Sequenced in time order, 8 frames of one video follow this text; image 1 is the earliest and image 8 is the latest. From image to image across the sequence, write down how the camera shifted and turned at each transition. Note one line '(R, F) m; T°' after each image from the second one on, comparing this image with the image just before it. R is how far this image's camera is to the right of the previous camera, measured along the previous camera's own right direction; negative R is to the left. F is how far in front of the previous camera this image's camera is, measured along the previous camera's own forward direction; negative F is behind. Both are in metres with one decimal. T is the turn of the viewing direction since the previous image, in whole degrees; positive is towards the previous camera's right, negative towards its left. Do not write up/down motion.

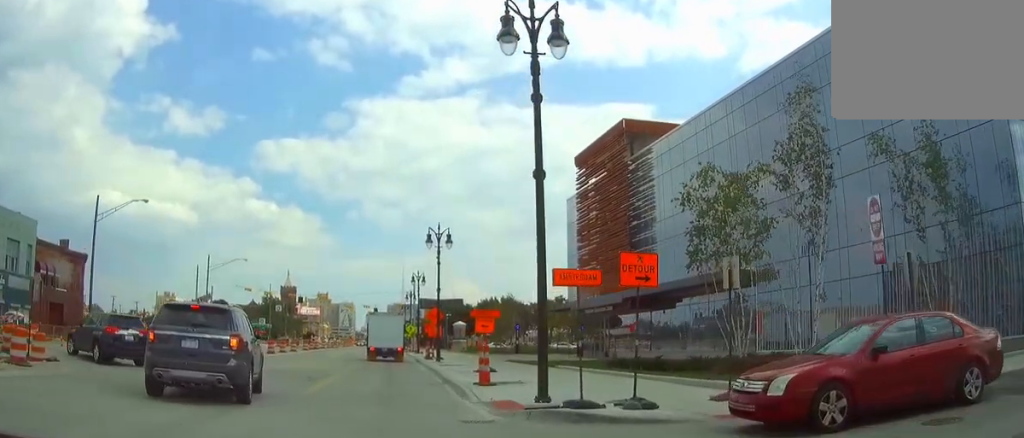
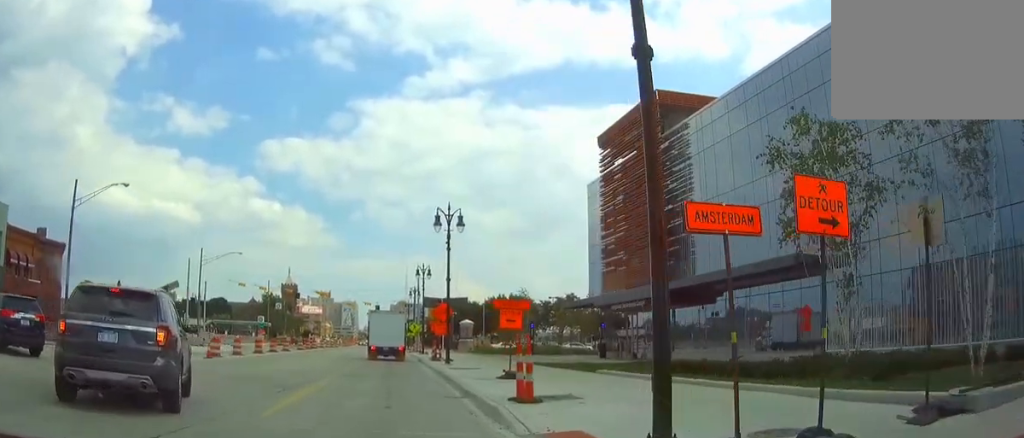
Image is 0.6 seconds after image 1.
(0.0, +6.3) m; 0°
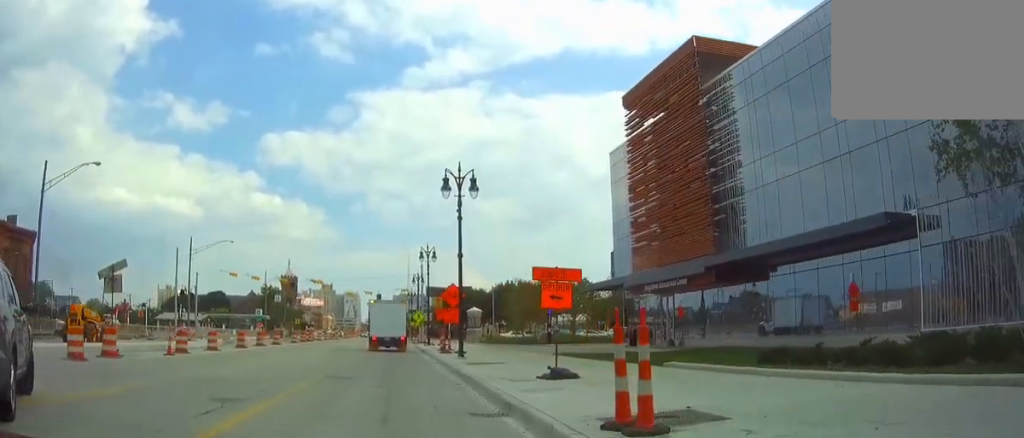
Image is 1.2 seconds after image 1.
(0.0, +6.3) m; 0°
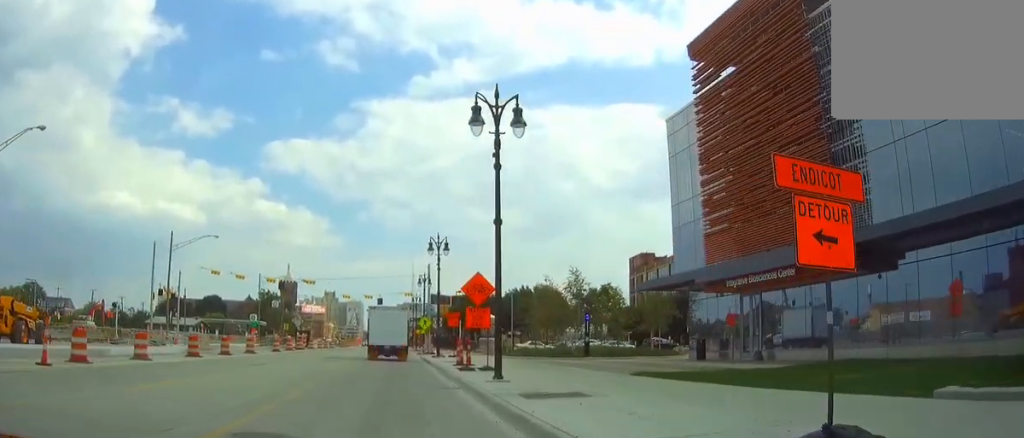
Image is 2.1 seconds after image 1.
(0.0, +10.7) m; -1°
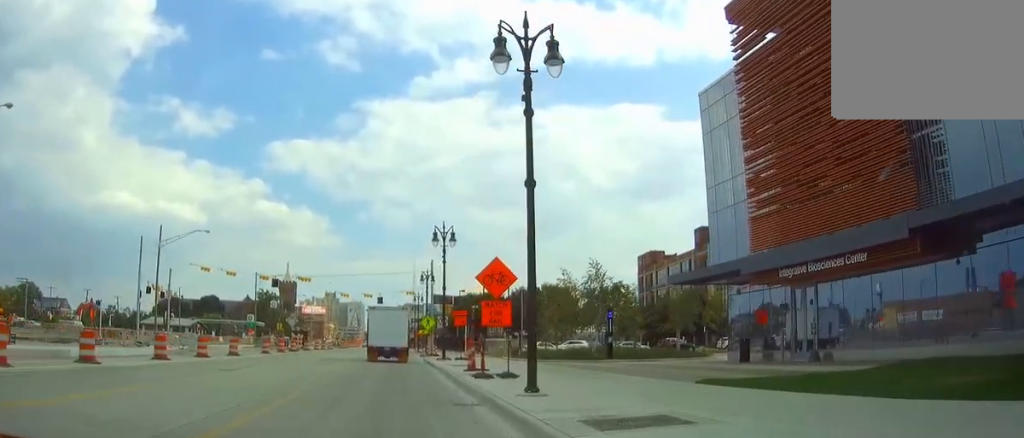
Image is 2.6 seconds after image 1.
(0.0, +4.9) m; 0°
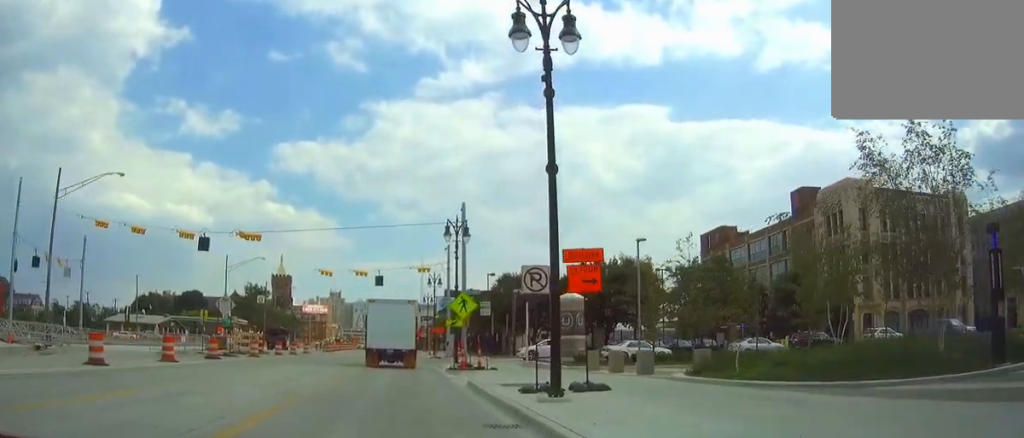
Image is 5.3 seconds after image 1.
(-0.2, +29.6) m; 0°
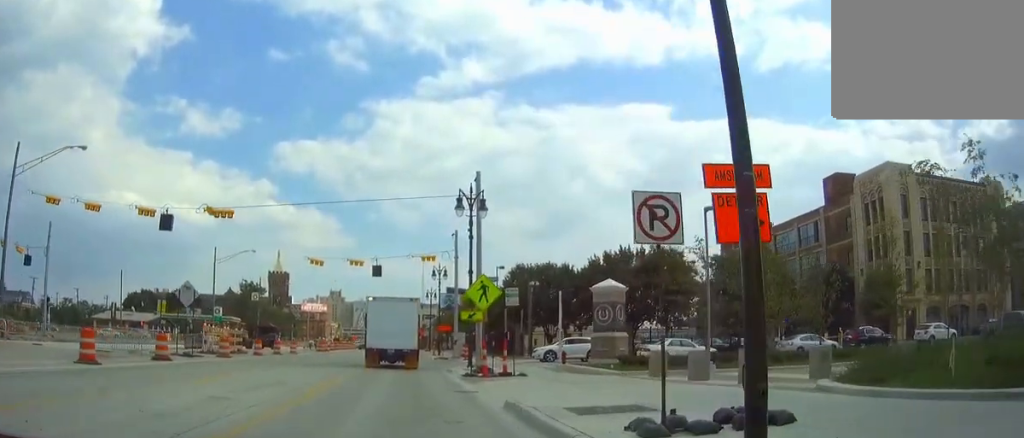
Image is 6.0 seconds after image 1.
(0.0, +7.7) m; 0°
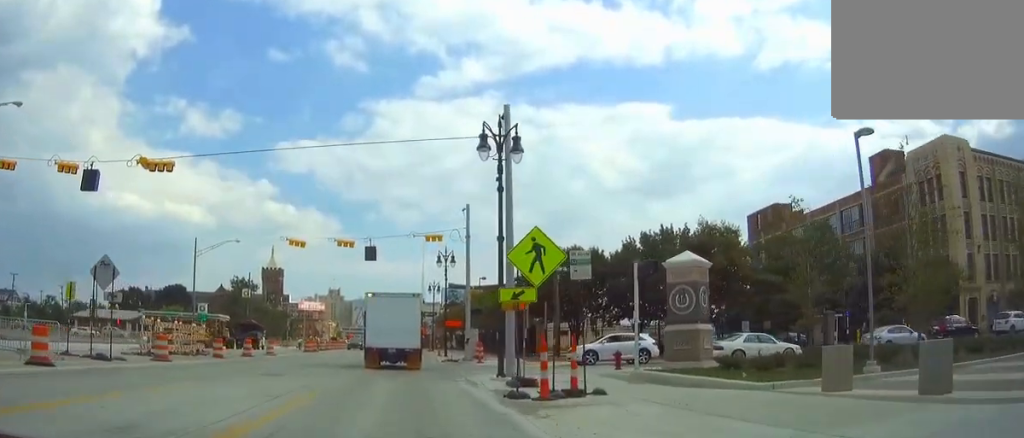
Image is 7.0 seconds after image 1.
(0.0, +9.8) m; 0°
